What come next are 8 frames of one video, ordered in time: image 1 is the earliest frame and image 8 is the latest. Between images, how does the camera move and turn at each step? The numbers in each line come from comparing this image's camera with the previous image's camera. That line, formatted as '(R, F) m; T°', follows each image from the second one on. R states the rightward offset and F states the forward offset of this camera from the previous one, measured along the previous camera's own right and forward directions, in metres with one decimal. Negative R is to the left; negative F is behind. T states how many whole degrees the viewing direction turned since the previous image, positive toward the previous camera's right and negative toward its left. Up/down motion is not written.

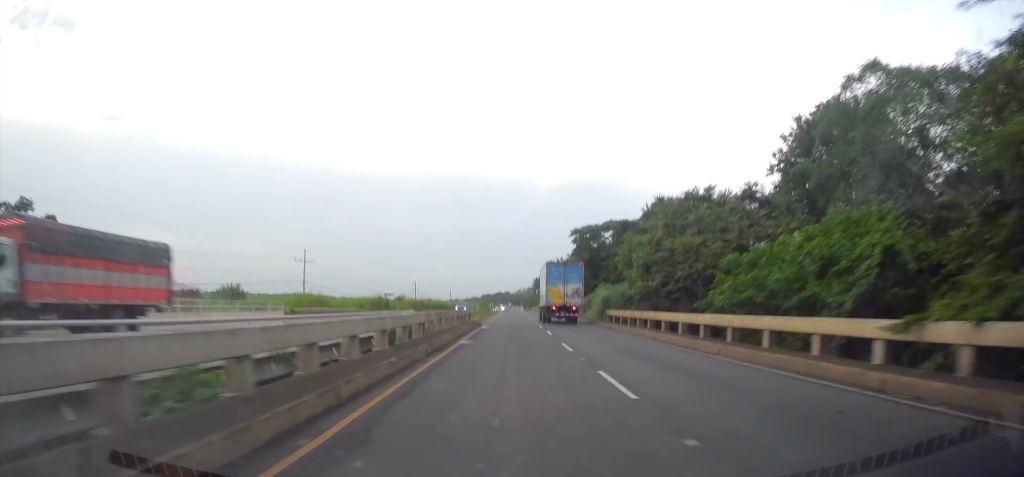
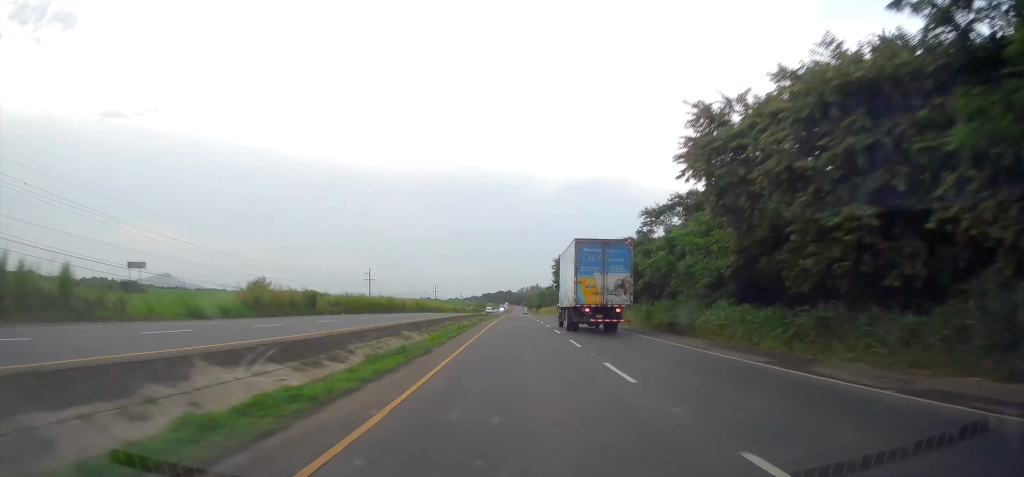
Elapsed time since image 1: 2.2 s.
(-0.5, +63.1) m; -1°
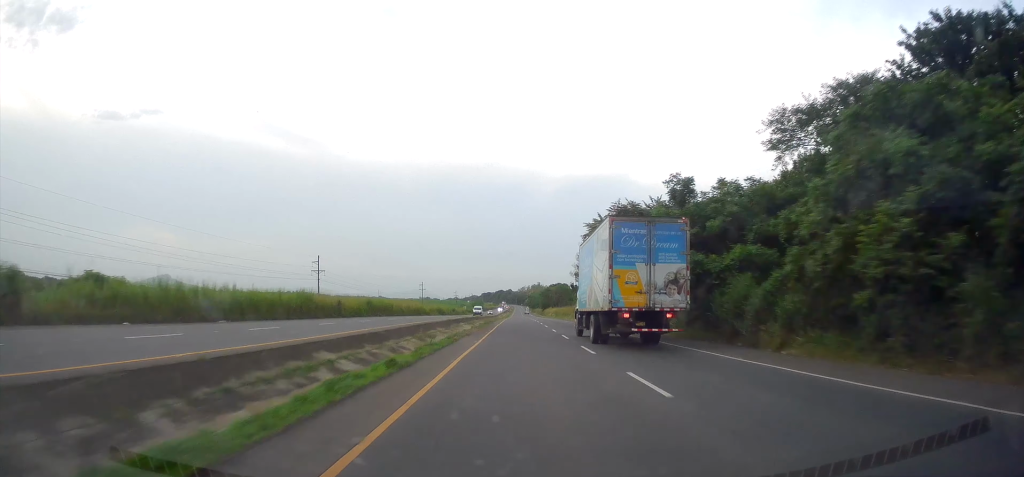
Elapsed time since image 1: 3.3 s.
(-0.2, +34.2) m; 0°
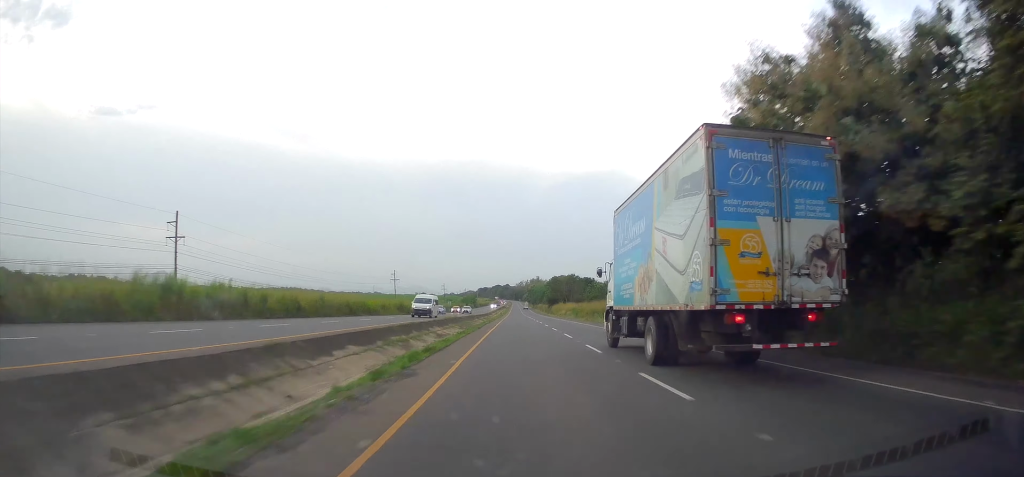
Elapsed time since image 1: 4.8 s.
(+0.2, +41.7) m; 0°
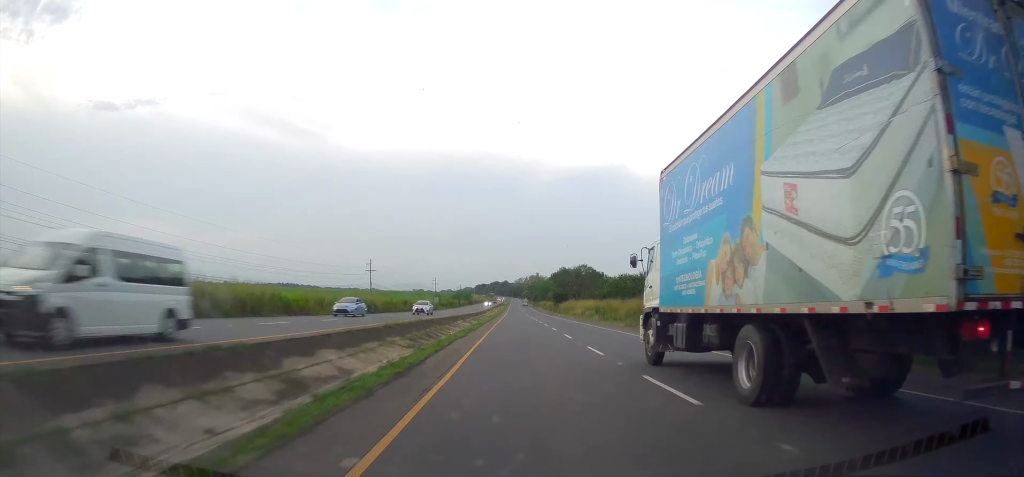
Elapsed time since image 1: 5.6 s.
(+0.1, +24.6) m; 0°
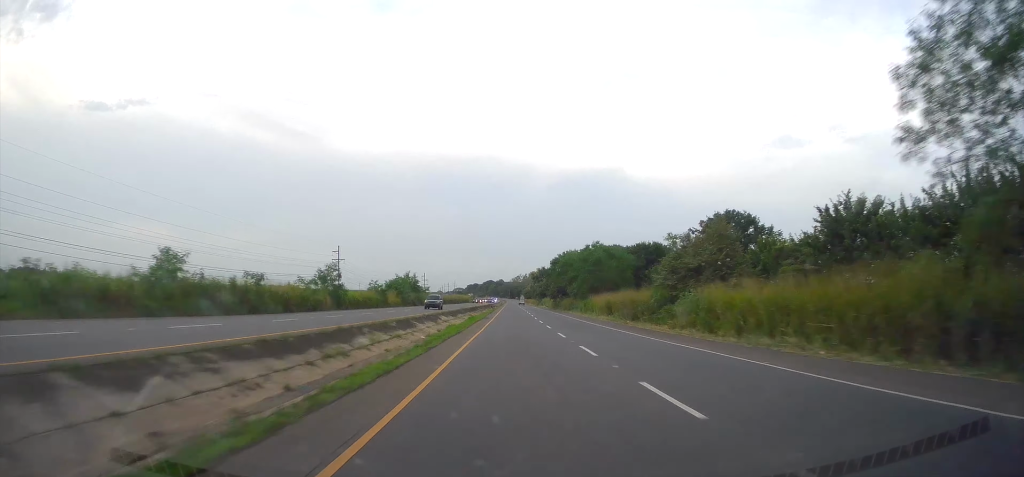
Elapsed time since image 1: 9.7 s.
(-0.3, +122.4) m; 0°
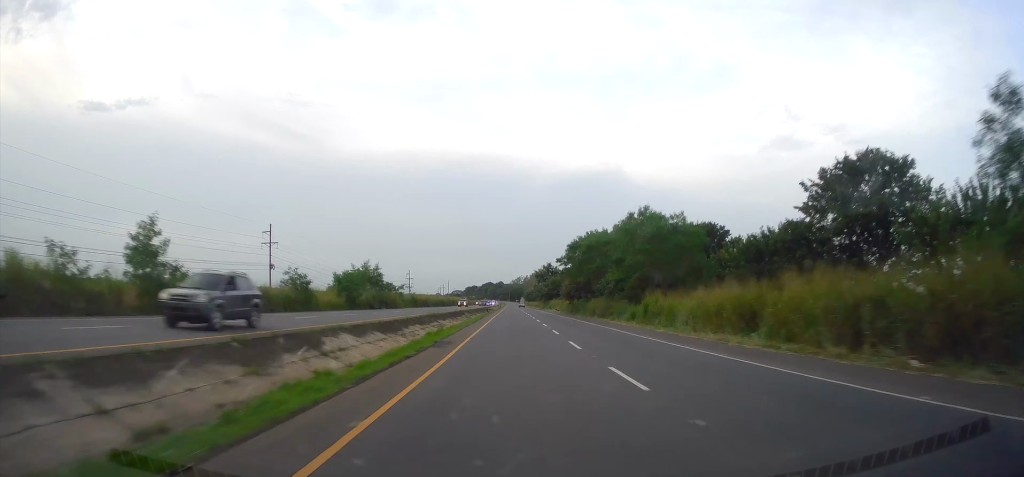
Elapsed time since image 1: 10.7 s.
(+0.1, +30.4) m; 0°
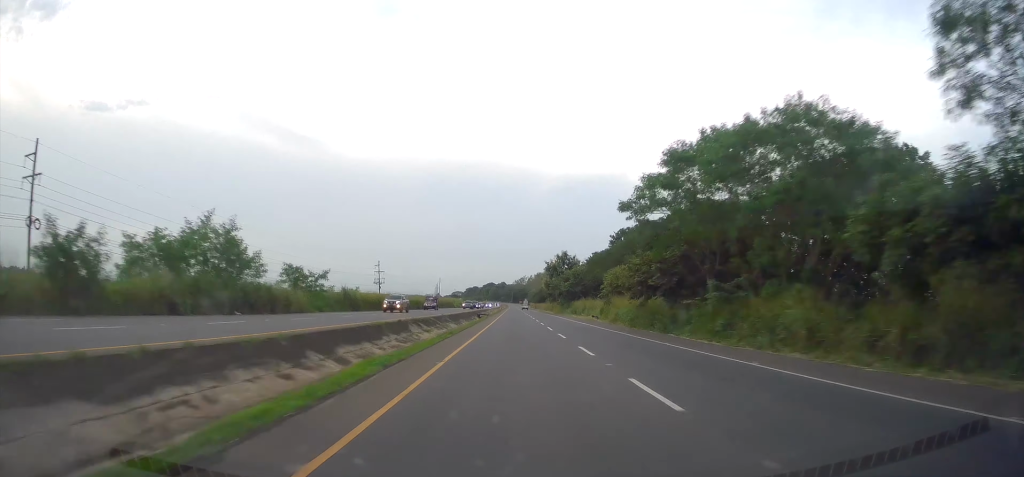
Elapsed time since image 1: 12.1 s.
(+0.1, +43.1) m; 0°
